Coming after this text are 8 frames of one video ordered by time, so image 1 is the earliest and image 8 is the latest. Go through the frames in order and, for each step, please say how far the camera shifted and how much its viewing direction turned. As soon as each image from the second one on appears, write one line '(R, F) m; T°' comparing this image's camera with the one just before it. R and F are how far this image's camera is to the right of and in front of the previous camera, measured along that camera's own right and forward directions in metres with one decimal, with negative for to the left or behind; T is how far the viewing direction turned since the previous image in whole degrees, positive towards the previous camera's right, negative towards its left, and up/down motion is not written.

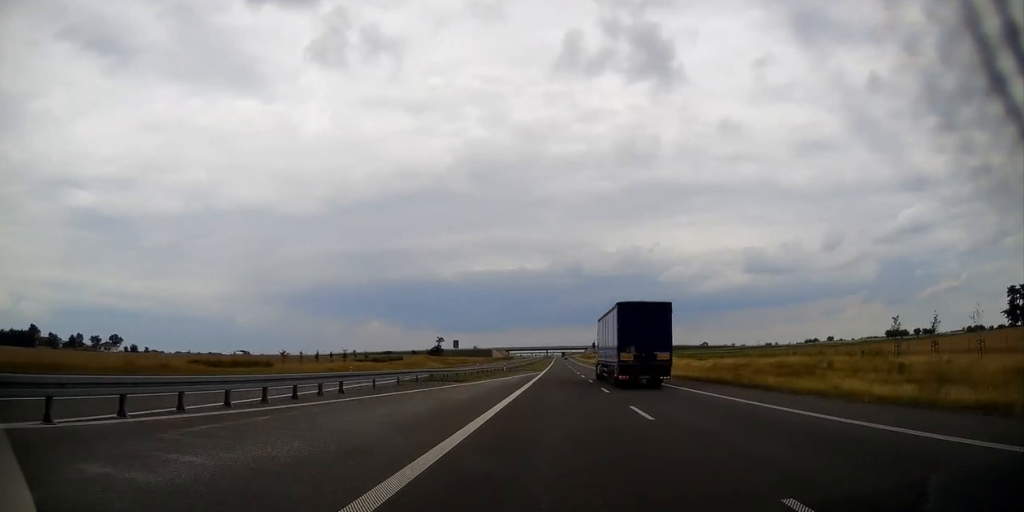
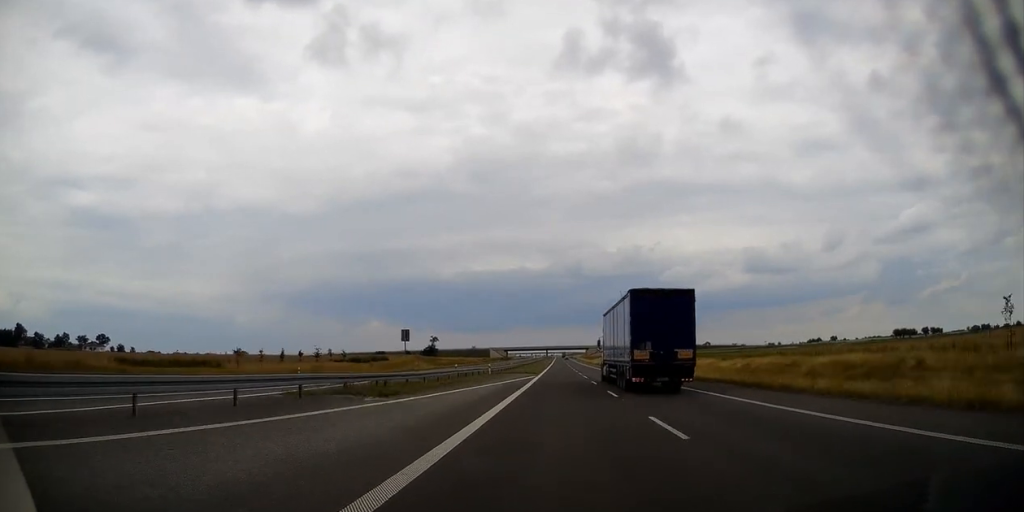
(-0.1, +15.7) m; 0°
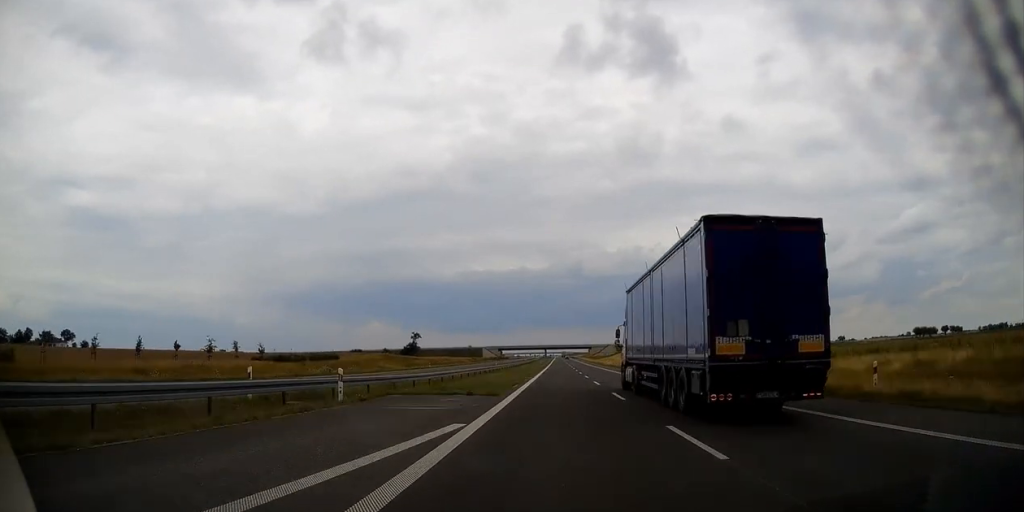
(+0.1, +38.4) m; 0°
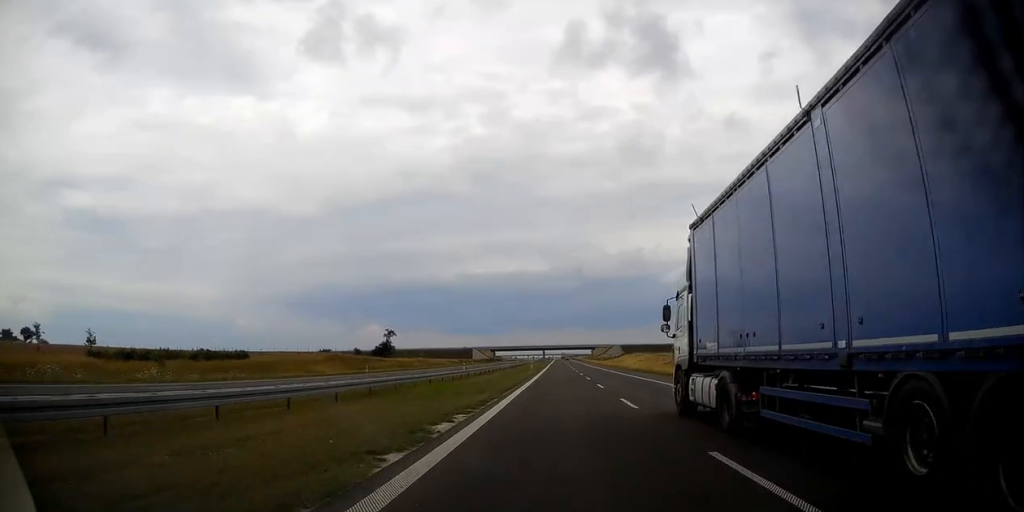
(0.0, +39.6) m; 0°
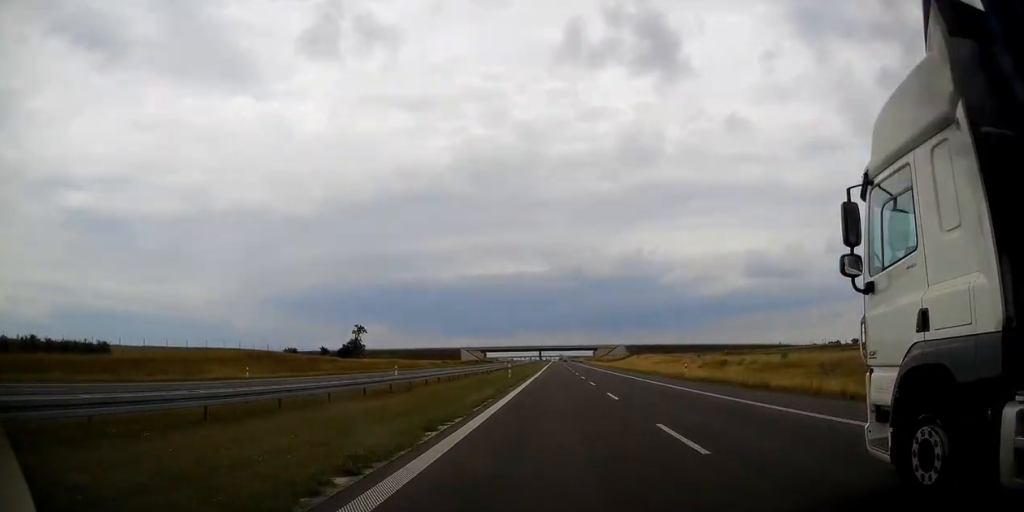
(+0.1, +32.3) m; 0°
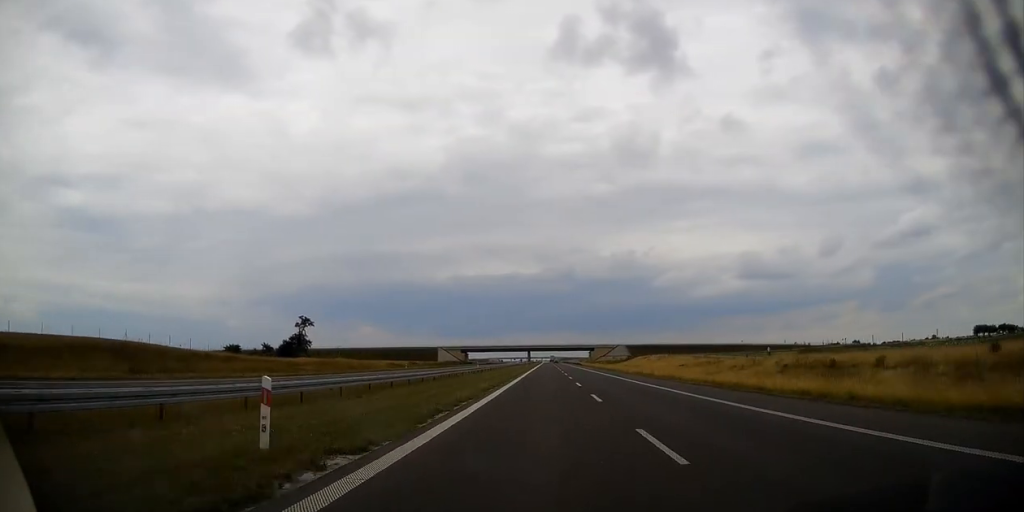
(0.0, +35.9) m; 0°
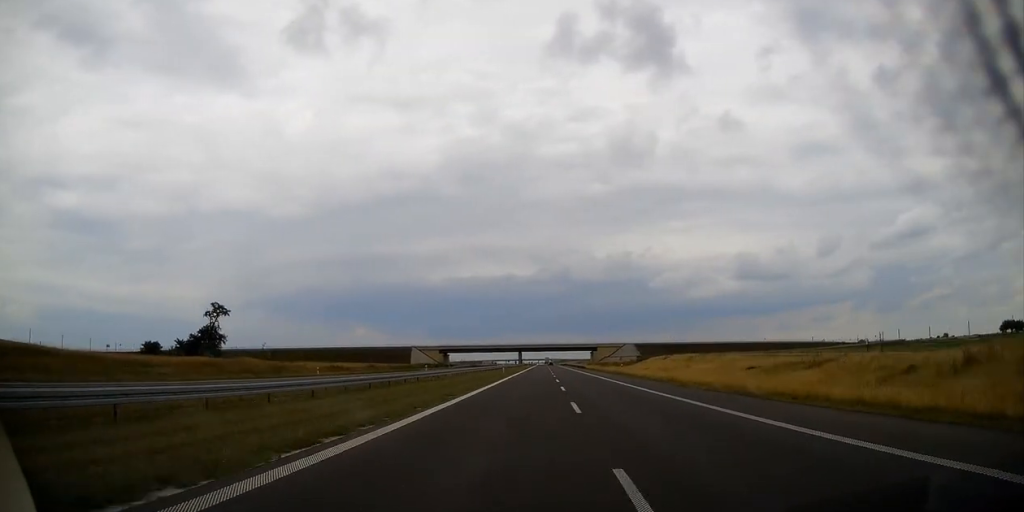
(+0.1, +40.7) m; +1°
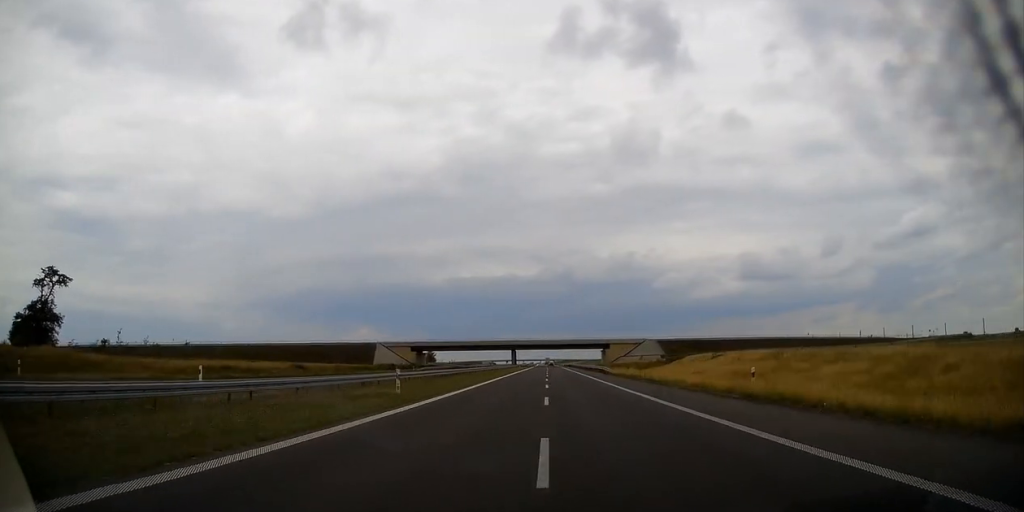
(+0.4, +45.4) m; 0°
